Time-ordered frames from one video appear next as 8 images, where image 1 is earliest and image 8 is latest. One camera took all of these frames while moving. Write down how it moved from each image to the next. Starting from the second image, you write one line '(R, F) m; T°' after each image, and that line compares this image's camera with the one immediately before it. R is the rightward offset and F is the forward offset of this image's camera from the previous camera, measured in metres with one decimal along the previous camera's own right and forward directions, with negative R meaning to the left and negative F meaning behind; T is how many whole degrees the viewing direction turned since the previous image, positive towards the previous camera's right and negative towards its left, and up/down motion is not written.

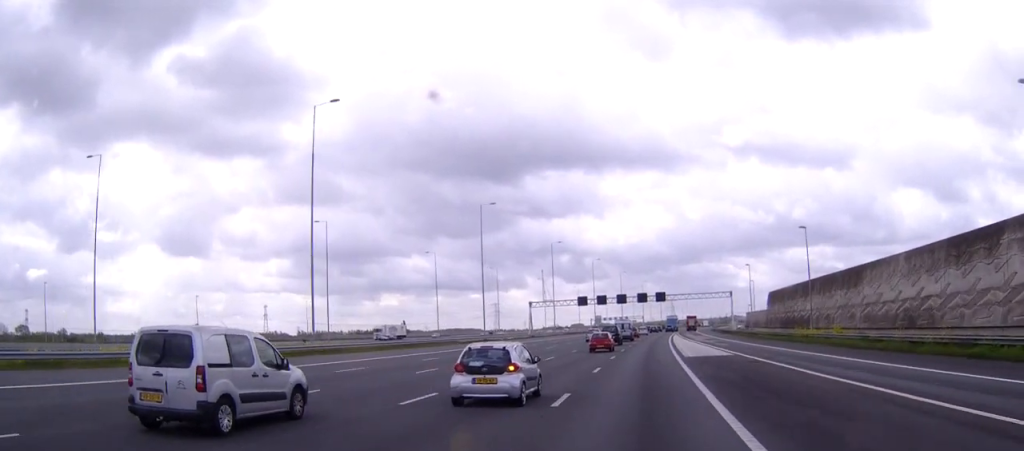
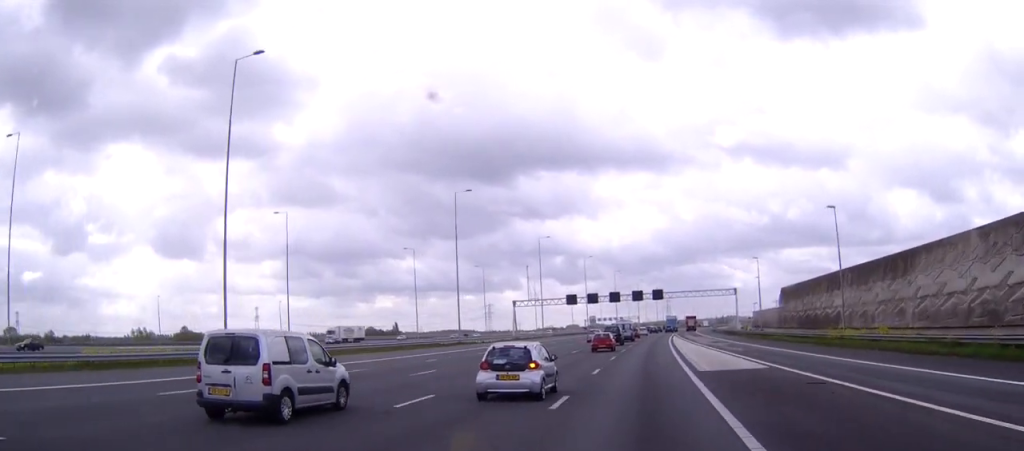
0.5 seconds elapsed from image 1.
(0.0, +12.3) m; 0°
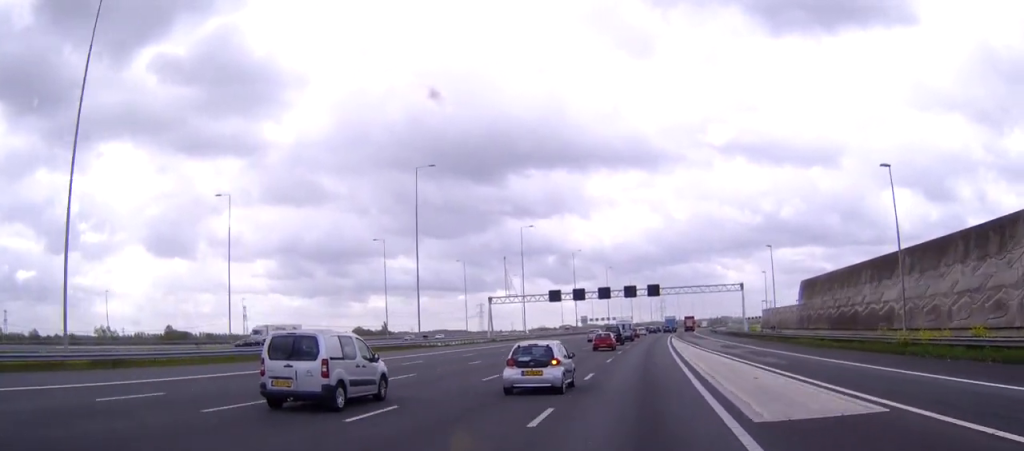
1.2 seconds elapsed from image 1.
(+0.1, +14.7) m; 0°
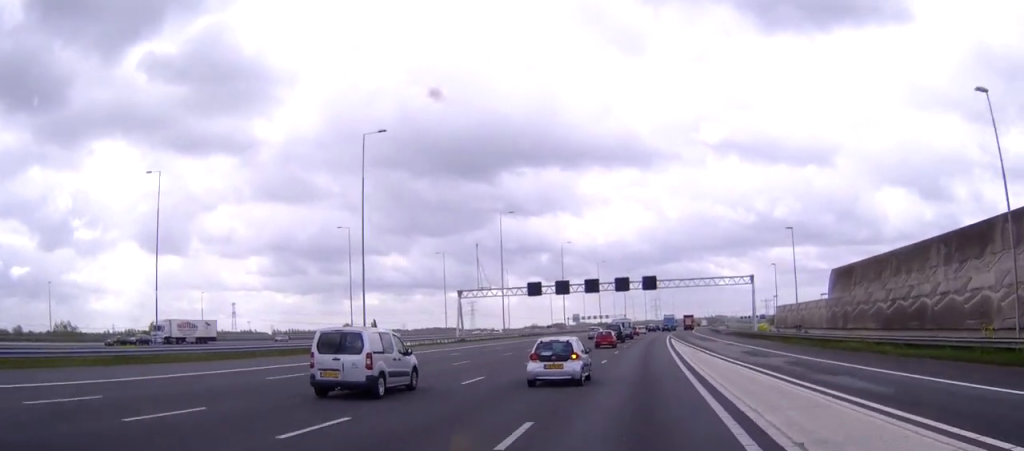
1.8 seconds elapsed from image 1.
(0.0, +14.7) m; 0°
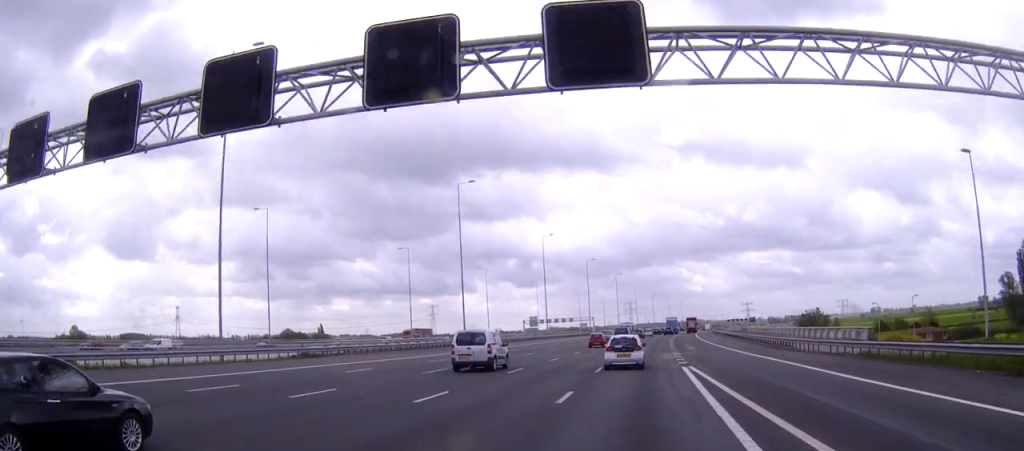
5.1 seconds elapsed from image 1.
(+1.3, +76.6) m; +2°
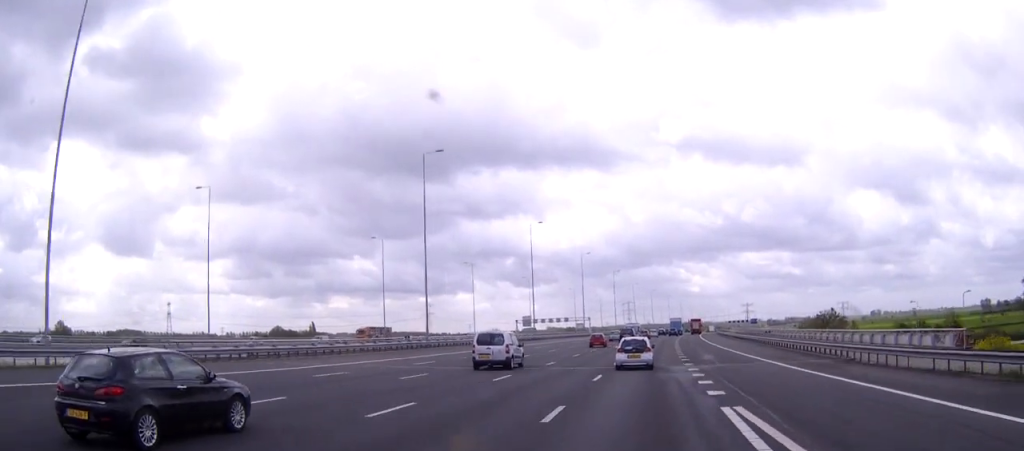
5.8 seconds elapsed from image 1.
(0.0, +15.5) m; 0°
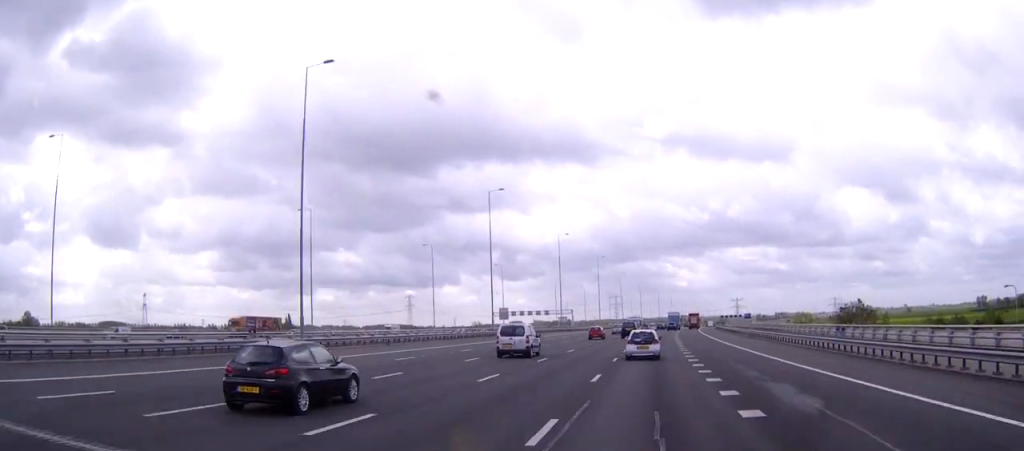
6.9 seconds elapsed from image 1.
(+0.2, +27.0) m; +1°
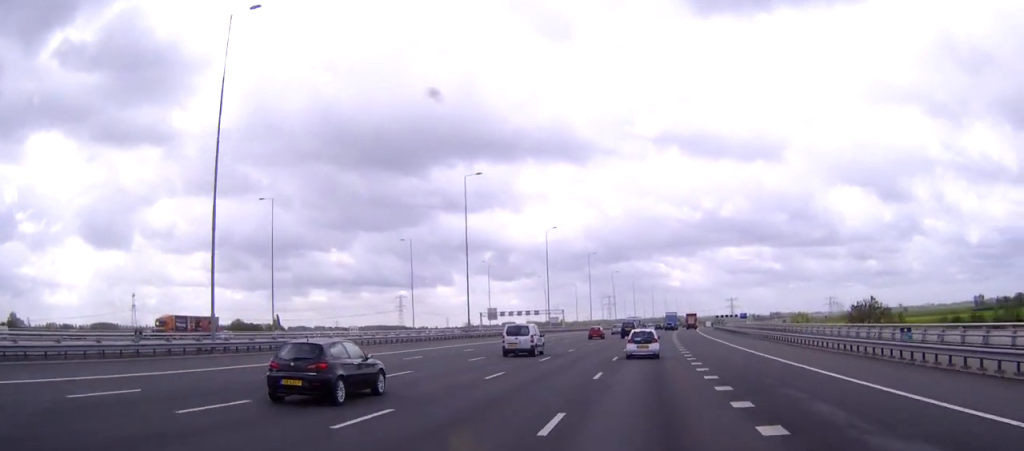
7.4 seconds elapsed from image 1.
(0.0, +10.8) m; 0°
